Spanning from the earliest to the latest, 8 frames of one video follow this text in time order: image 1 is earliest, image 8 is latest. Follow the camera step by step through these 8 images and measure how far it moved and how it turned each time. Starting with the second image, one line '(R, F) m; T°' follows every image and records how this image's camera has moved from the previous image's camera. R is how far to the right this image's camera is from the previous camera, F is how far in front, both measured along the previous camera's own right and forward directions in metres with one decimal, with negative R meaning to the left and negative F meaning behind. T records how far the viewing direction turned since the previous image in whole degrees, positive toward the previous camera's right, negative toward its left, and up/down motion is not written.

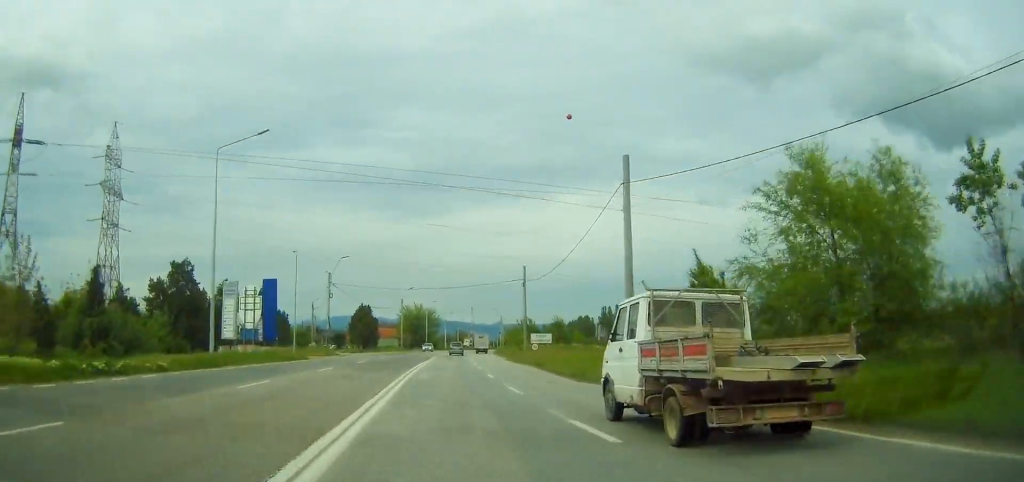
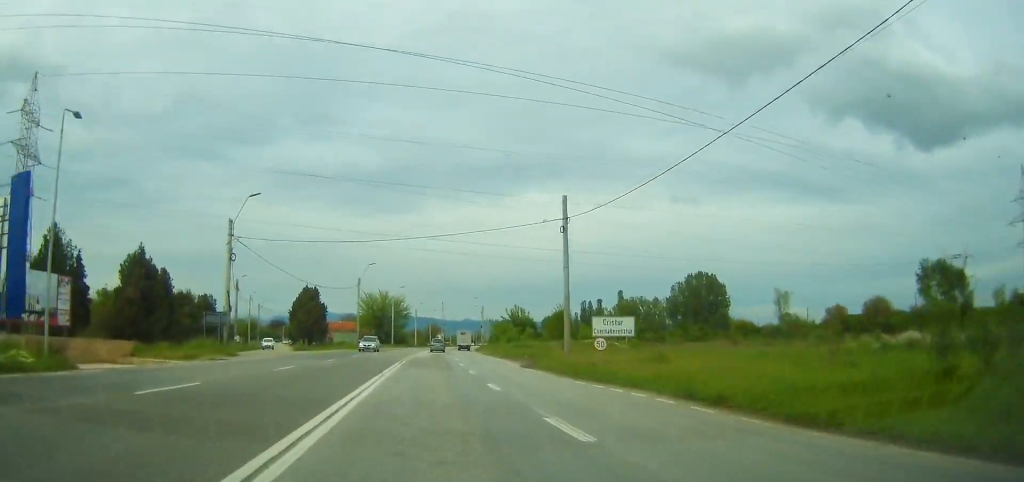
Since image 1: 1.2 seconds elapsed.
(+0.2, +27.7) m; +1°
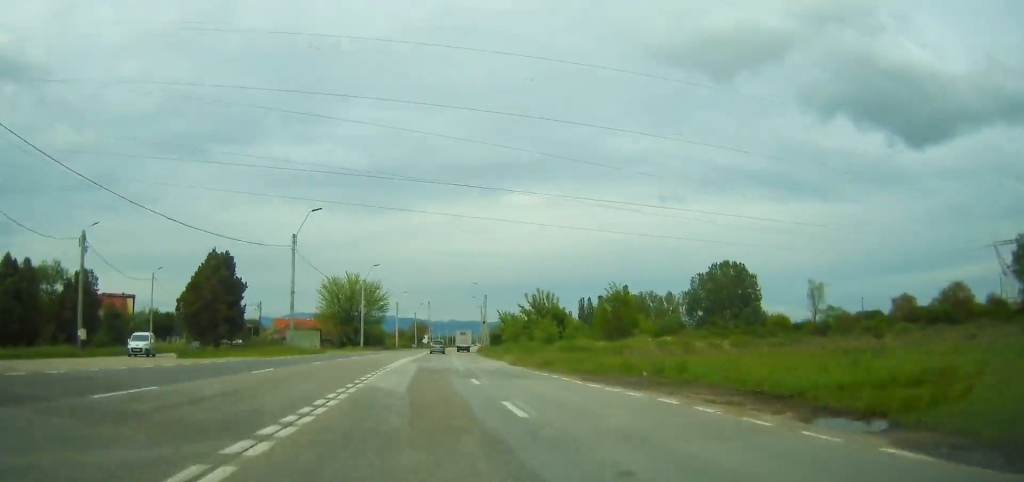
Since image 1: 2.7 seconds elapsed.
(+0.5, +33.7) m; +2°
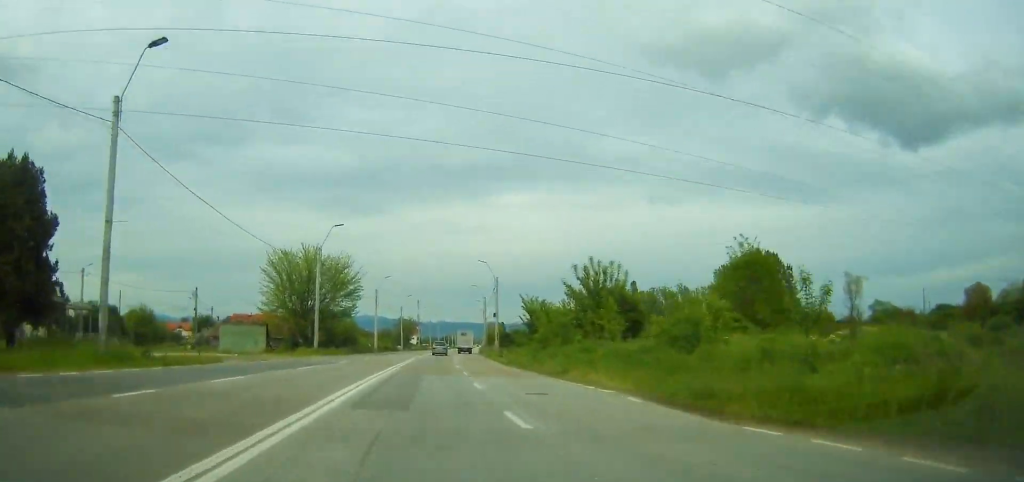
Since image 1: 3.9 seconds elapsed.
(+0.5, +28.1) m; +1°
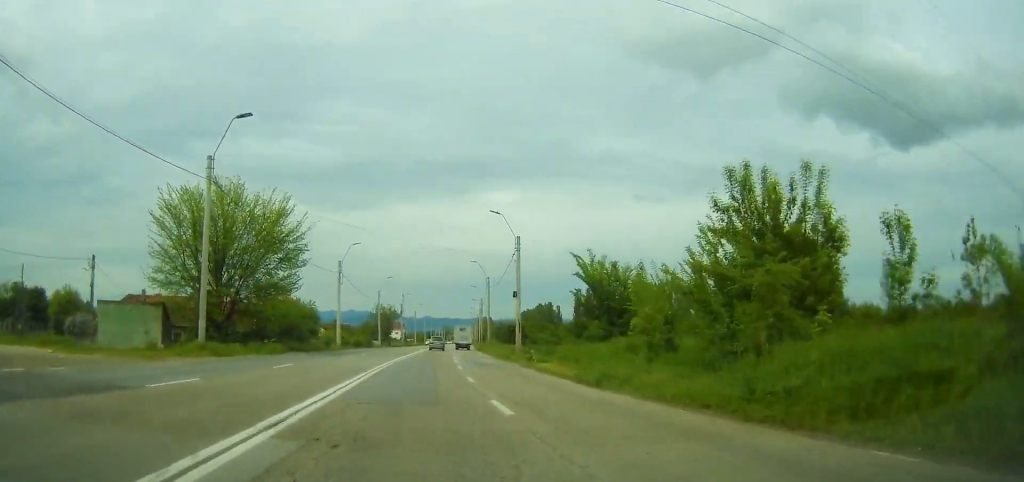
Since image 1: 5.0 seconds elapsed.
(+0.2, +25.7) m; +1°
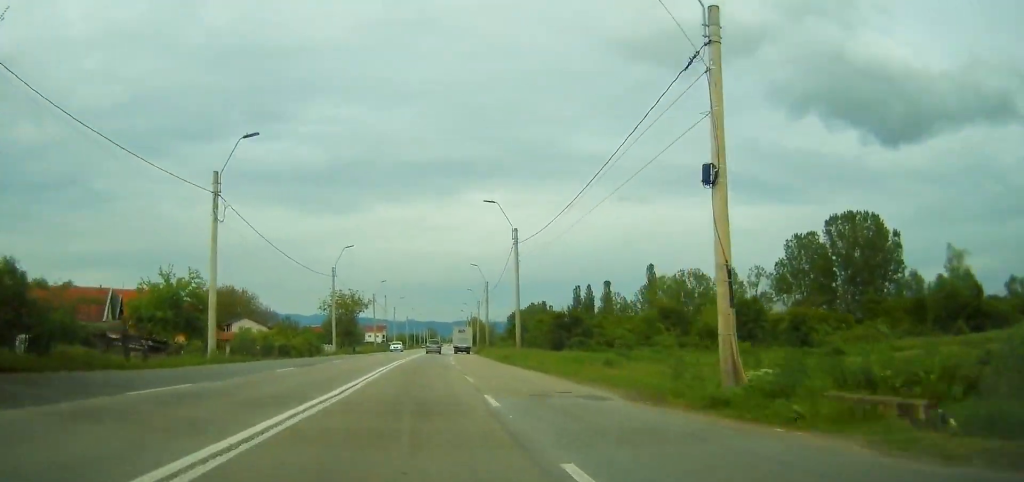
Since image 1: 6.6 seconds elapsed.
(+0.5, +34.4) m; +1°
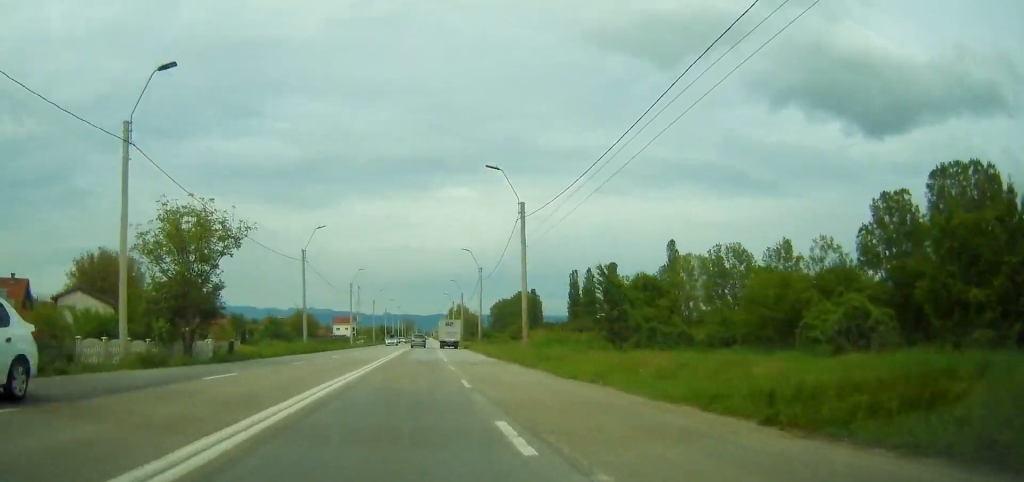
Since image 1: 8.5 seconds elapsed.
(+0.6, +42.4) m; +1°
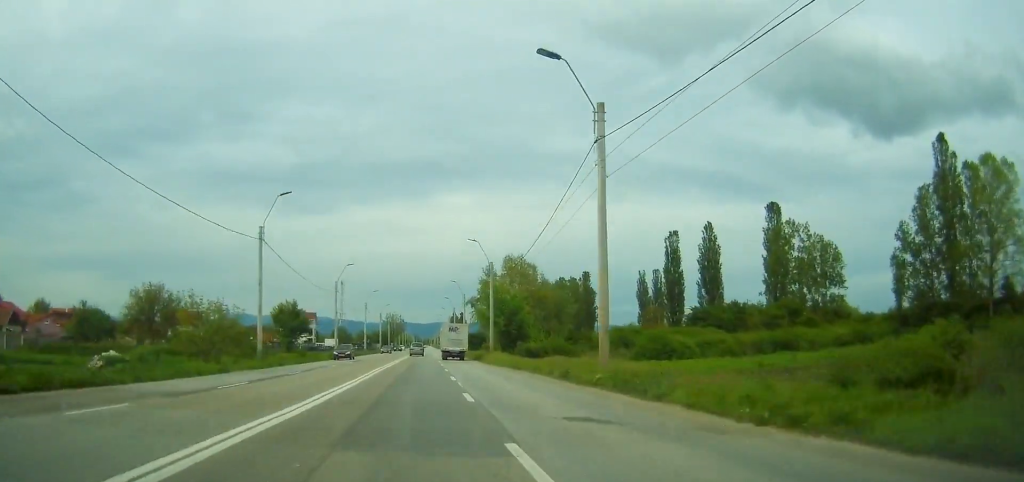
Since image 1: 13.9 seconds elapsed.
(+1.0, +121.5) m; 0°
